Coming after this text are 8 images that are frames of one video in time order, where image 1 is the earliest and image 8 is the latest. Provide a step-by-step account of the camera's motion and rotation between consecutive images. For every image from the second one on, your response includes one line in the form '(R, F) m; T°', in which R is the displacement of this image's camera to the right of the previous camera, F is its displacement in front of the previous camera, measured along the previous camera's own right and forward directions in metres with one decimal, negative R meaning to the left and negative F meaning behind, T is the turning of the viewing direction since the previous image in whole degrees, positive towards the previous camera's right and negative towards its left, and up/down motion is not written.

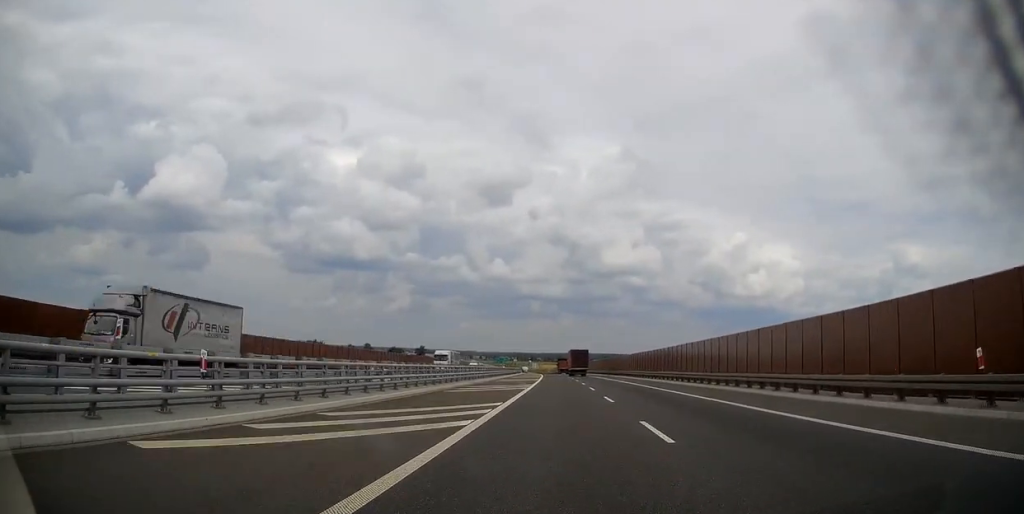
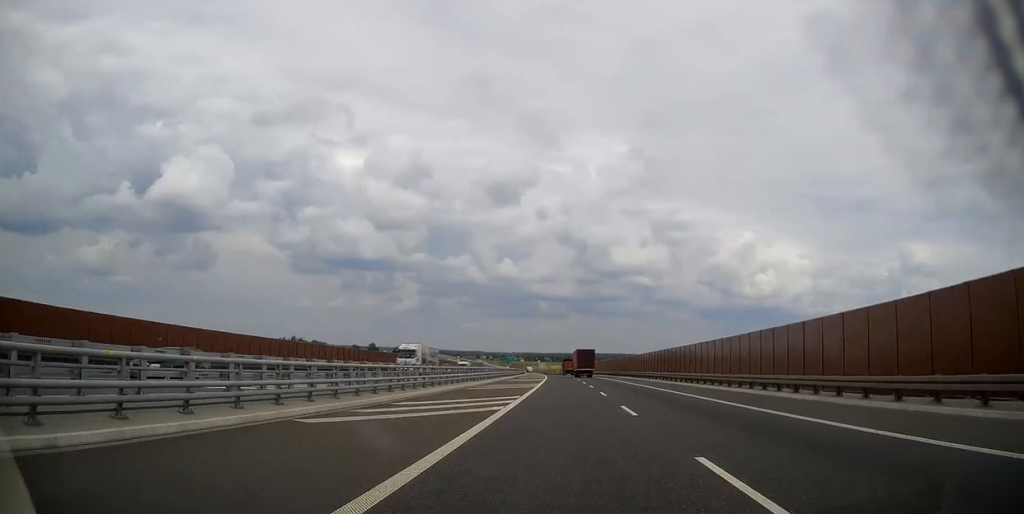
(-0.1, +16.4) m; -1°
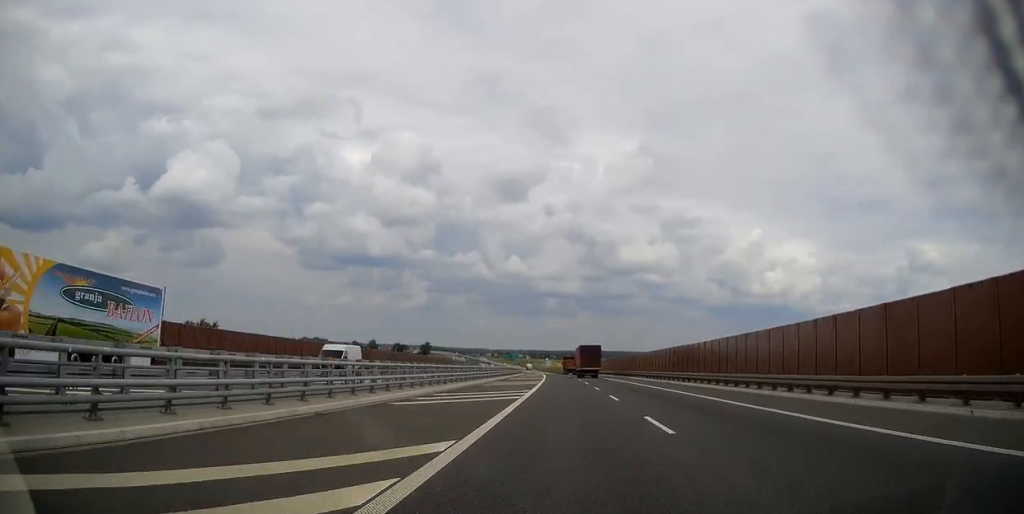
(-0.4, +42.0) m; -1°
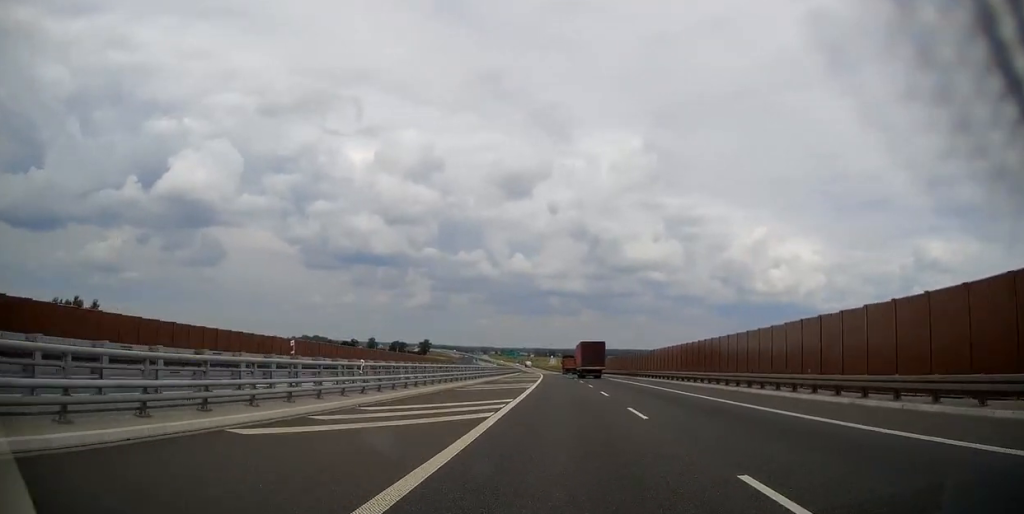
(-0.2, +32.7) m; 0°
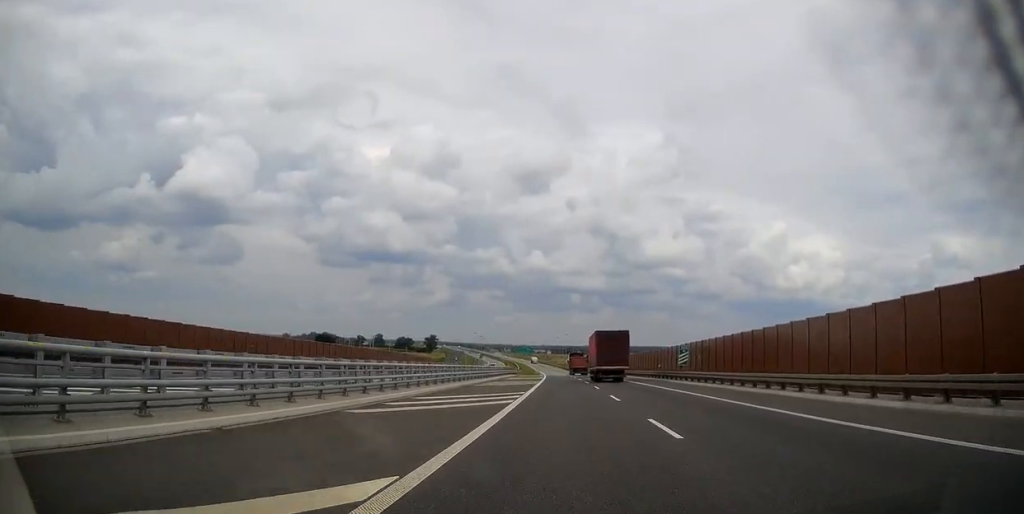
(-0.8, +64.1) m; -2°
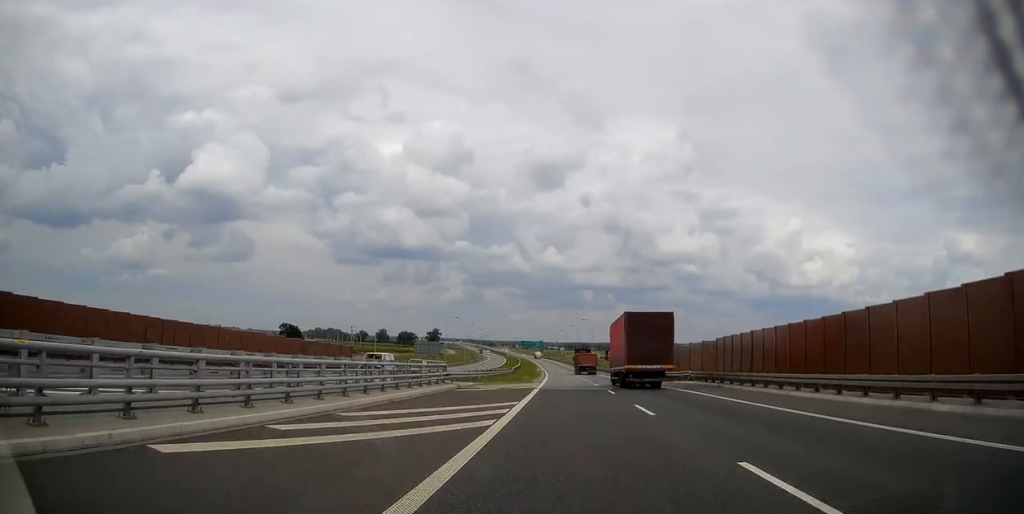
(-0.6, +54.7) m; -1°
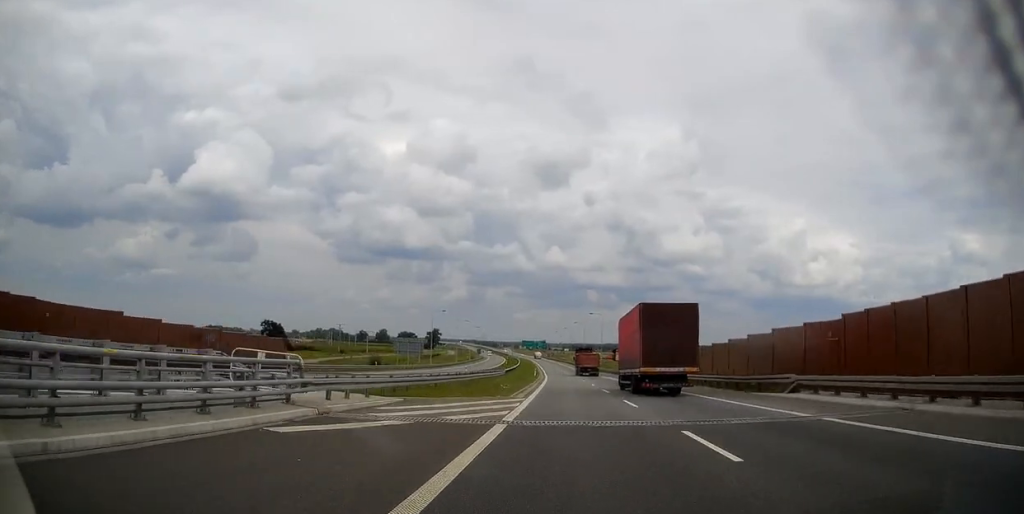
(-0.1, +19.8) m; 0°
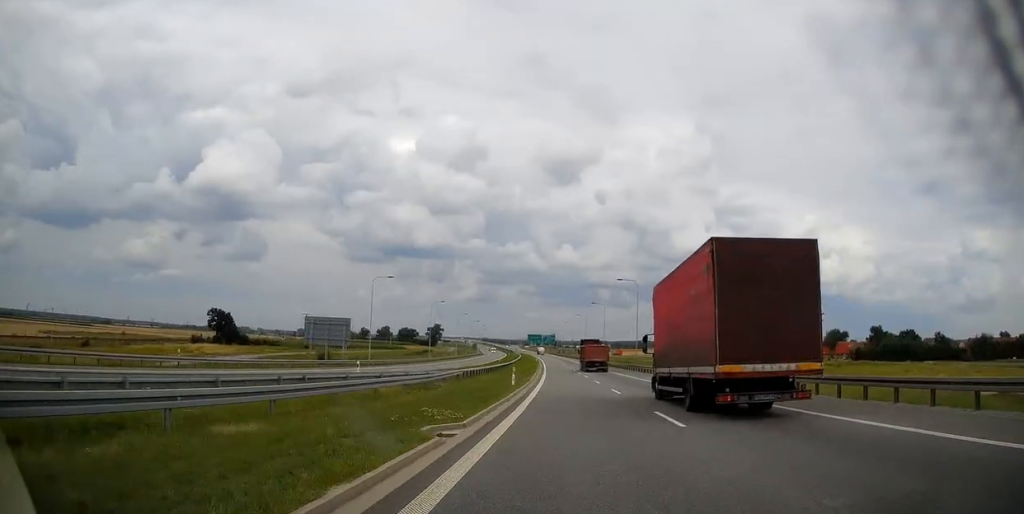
(-0.3, +46.6) m; -1°
